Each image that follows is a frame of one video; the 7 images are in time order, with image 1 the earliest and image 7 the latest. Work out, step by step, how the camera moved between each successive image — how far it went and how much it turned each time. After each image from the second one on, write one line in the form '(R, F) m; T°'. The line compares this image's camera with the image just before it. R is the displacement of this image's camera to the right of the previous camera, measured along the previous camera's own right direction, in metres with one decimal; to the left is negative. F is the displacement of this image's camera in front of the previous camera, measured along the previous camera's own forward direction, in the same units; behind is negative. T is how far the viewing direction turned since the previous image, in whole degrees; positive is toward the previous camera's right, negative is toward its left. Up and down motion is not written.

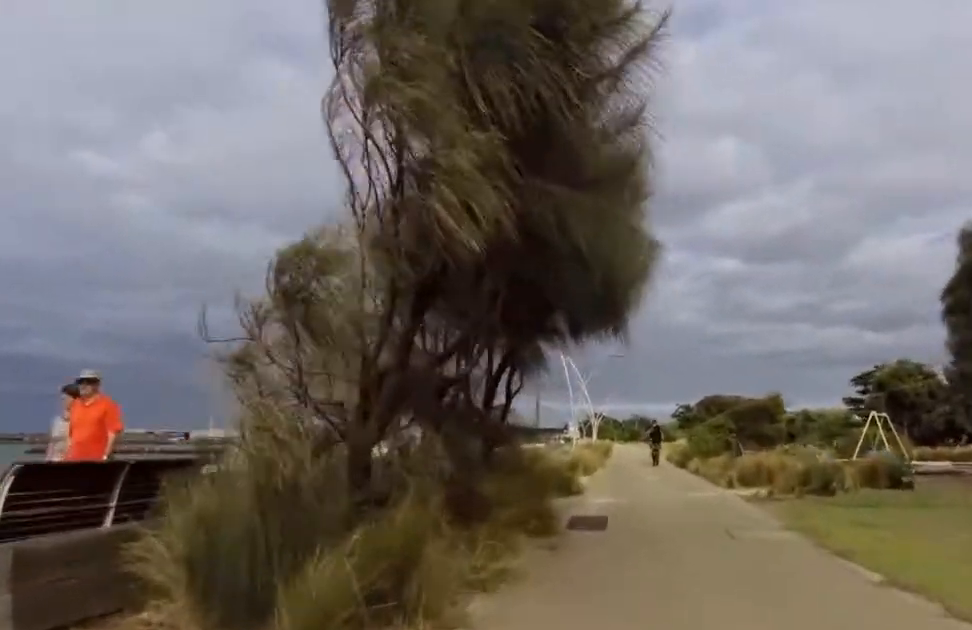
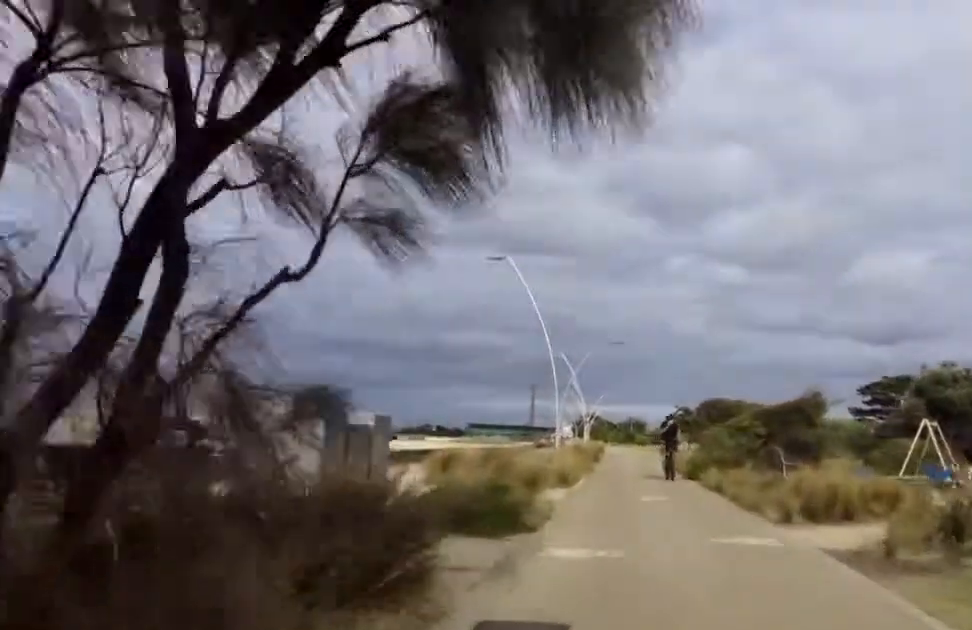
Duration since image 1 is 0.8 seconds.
(0.0, +6.4) m; 0°
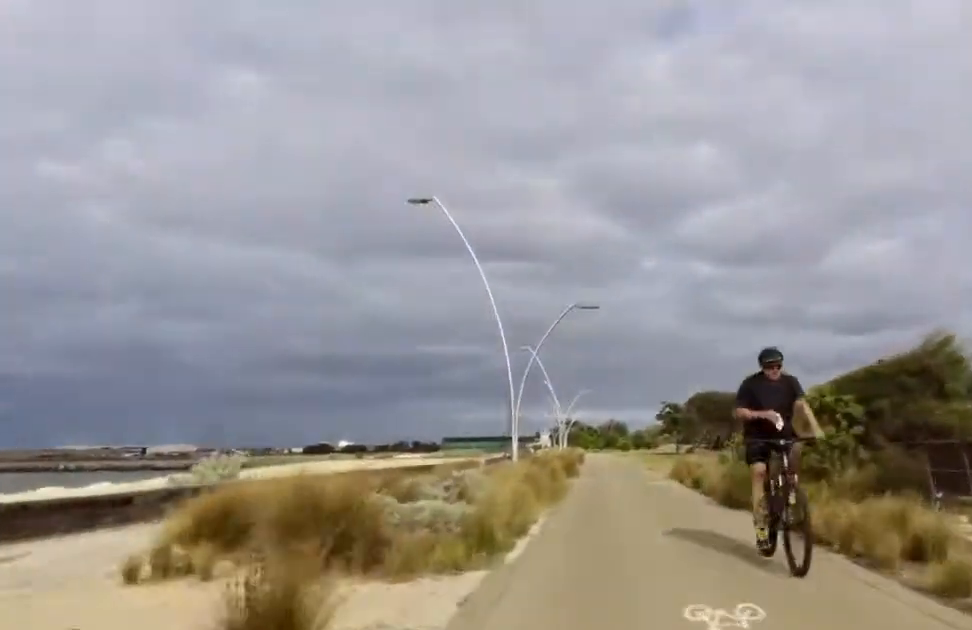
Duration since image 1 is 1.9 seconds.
(0.0, +9.0) m; 0°
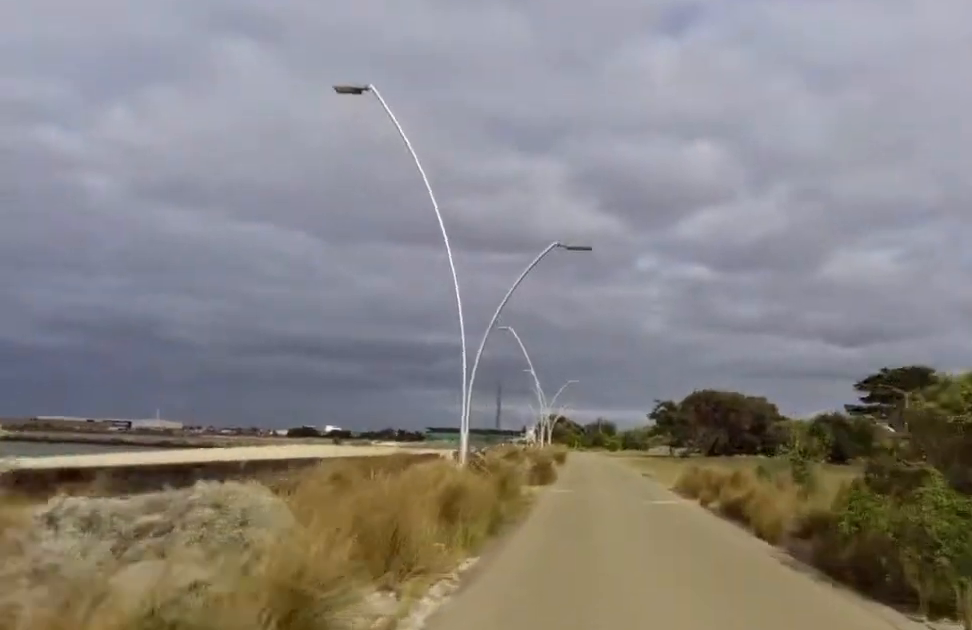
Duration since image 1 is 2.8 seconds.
(0.0, +6.6) m; 0°
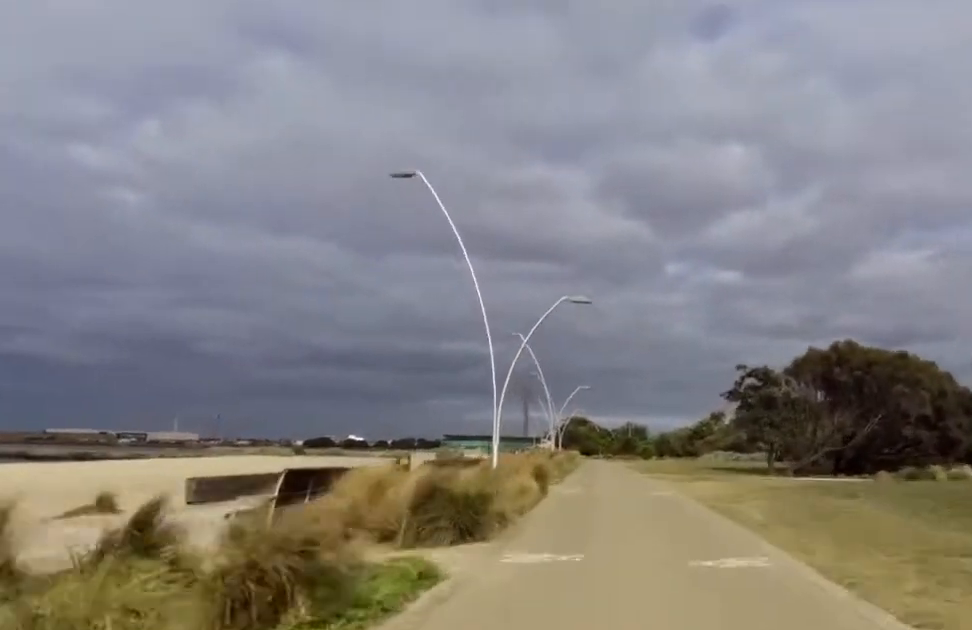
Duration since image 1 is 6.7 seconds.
(0.0, +32.5) m; 0°
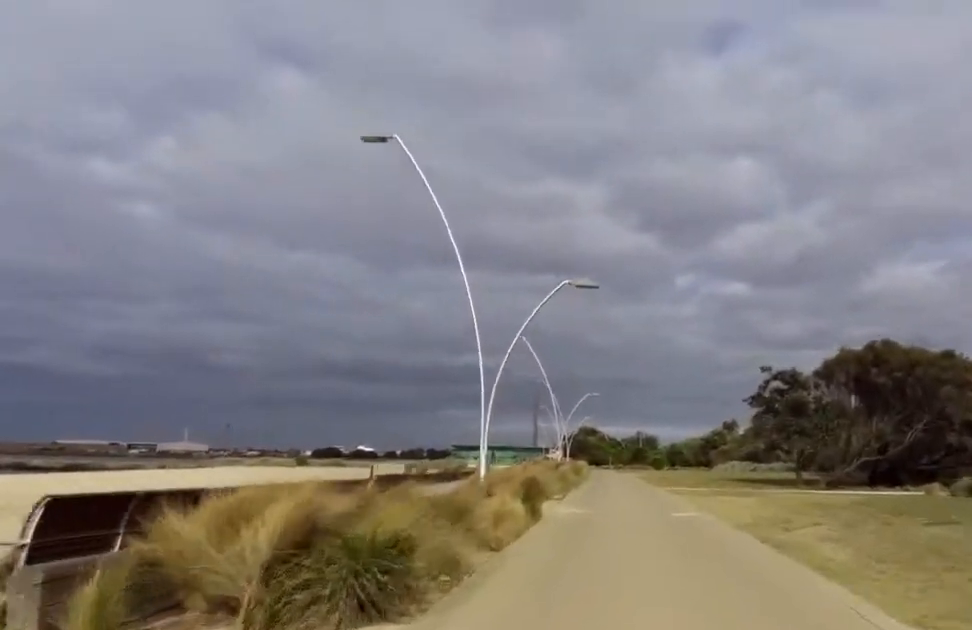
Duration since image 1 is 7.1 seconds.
(0.0, +3.7) m; 0°
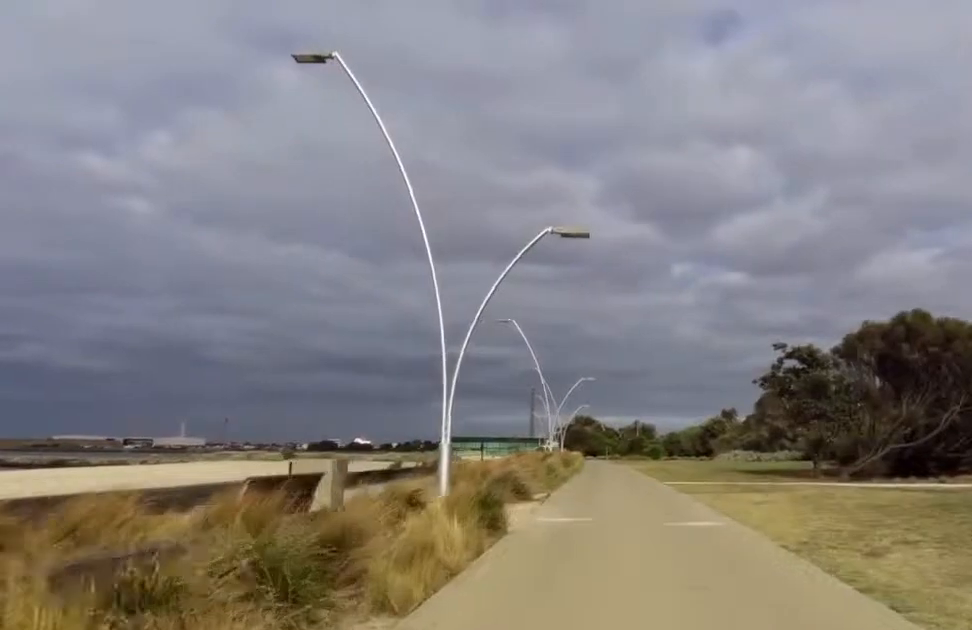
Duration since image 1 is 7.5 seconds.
(0.0, +3.7) m; 0°
